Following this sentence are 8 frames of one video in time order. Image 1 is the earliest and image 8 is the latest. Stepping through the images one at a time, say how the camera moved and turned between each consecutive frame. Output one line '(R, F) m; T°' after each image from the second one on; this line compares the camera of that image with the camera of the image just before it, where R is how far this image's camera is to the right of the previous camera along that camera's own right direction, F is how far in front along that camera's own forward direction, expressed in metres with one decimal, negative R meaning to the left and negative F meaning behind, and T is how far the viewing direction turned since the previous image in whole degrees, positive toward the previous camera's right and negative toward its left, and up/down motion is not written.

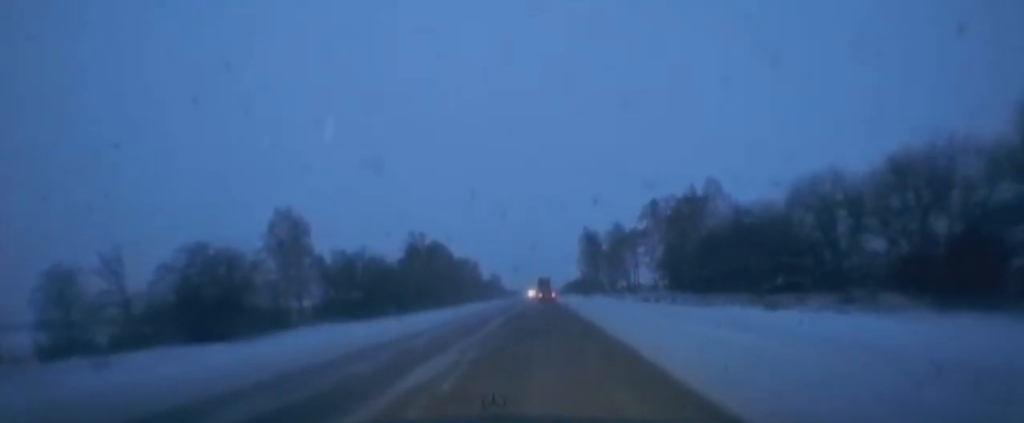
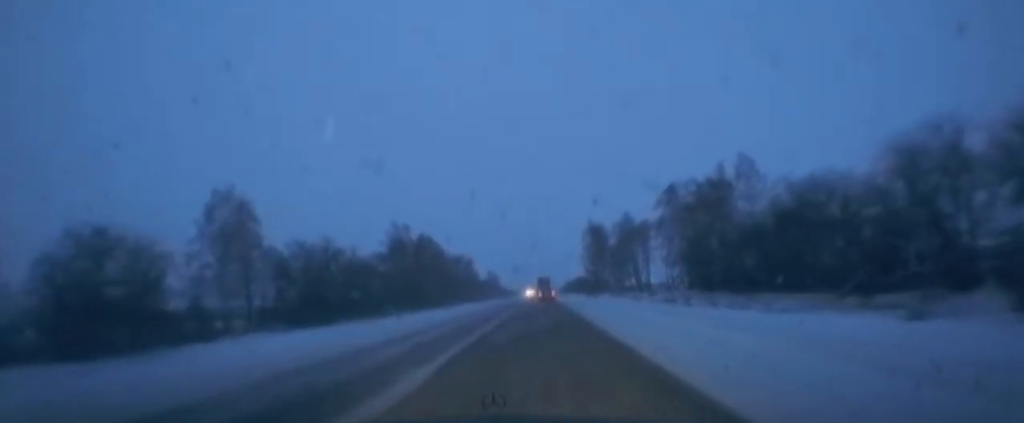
(0.0, +14.2) m; 0°
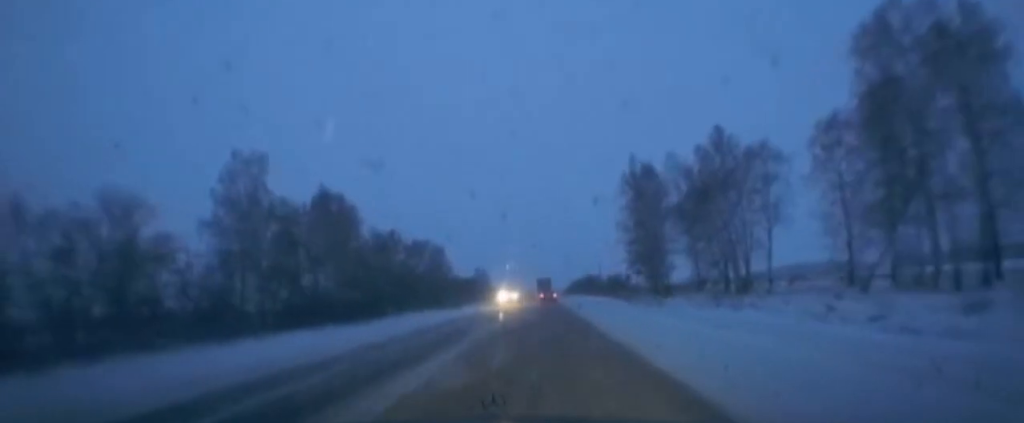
(-0.2, +60.6) m; 0°
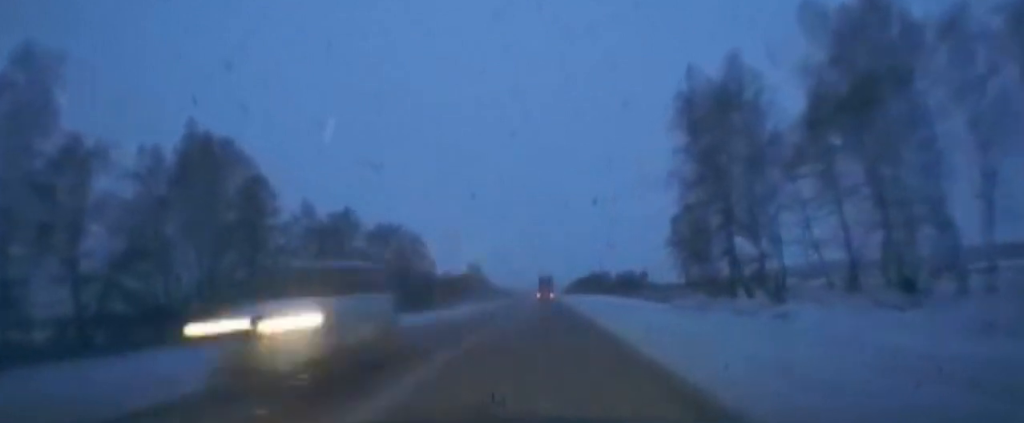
(0.0, +28.8) m; 0°
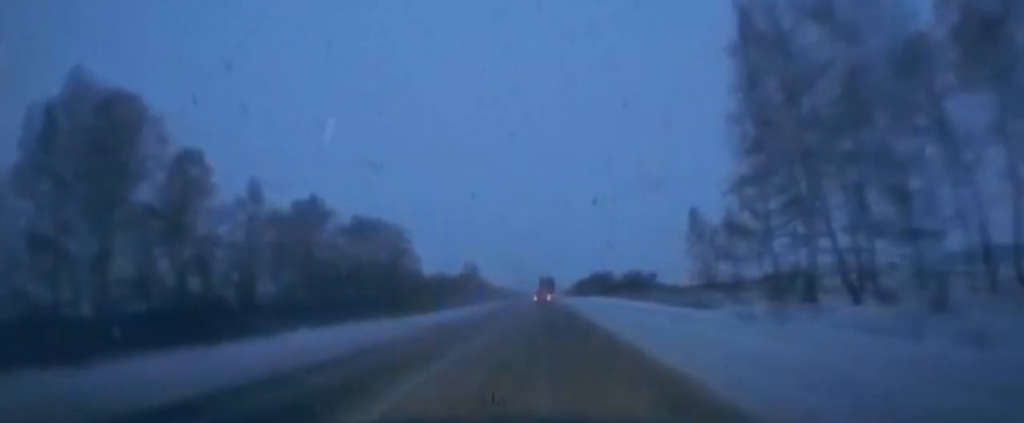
(0.0, +14.0) m; 0°
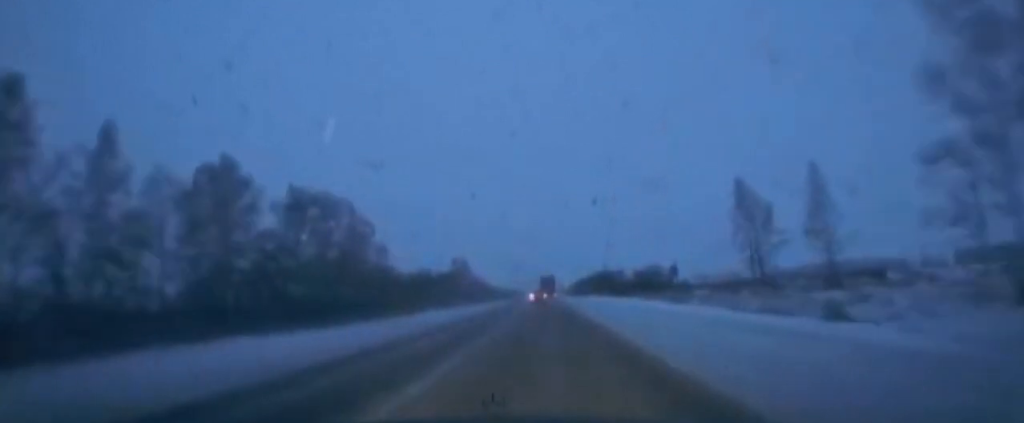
(0.0, +22.6) m; 0°
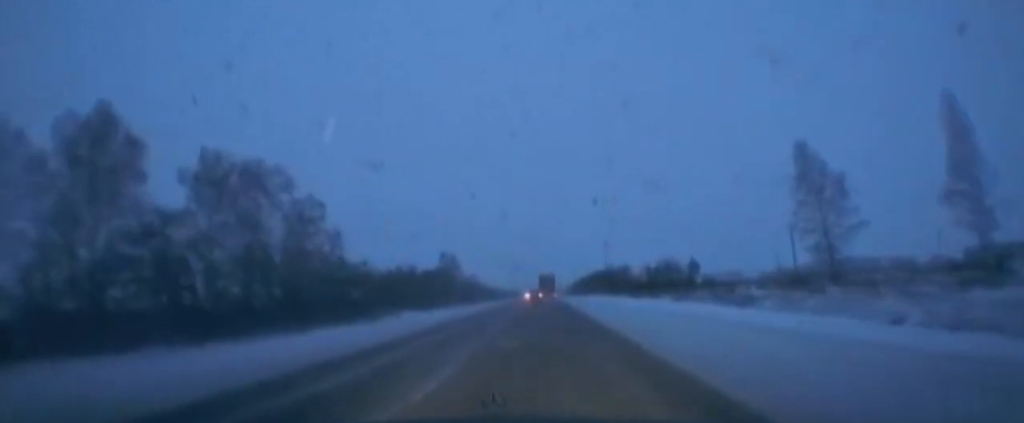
(0.0, +18.3) m; 0°
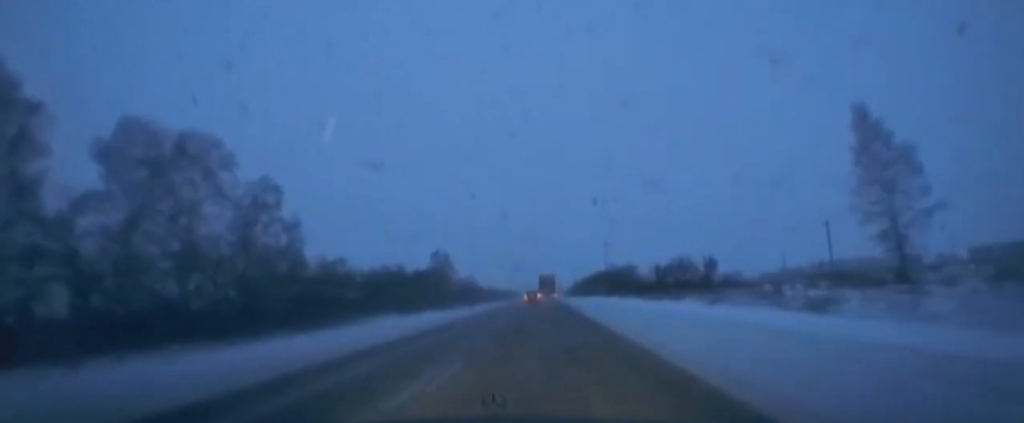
(0.0, +11.4) m; 0°
